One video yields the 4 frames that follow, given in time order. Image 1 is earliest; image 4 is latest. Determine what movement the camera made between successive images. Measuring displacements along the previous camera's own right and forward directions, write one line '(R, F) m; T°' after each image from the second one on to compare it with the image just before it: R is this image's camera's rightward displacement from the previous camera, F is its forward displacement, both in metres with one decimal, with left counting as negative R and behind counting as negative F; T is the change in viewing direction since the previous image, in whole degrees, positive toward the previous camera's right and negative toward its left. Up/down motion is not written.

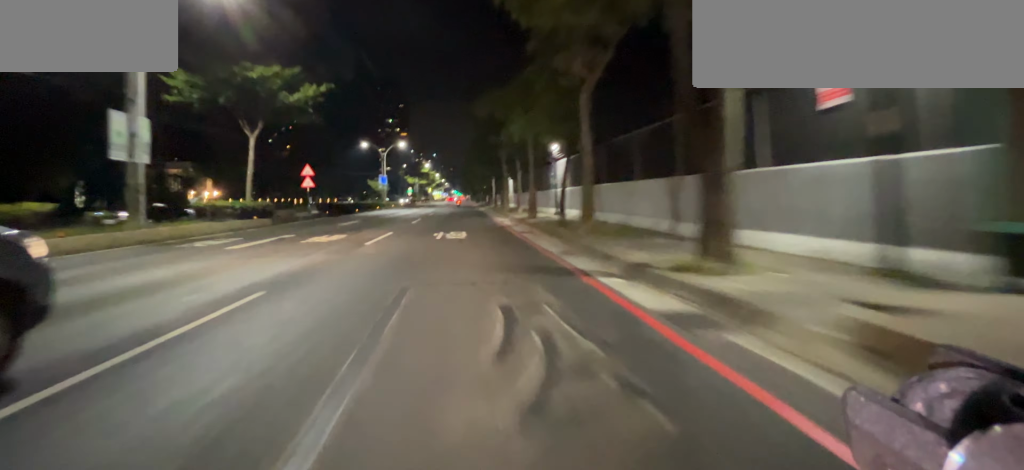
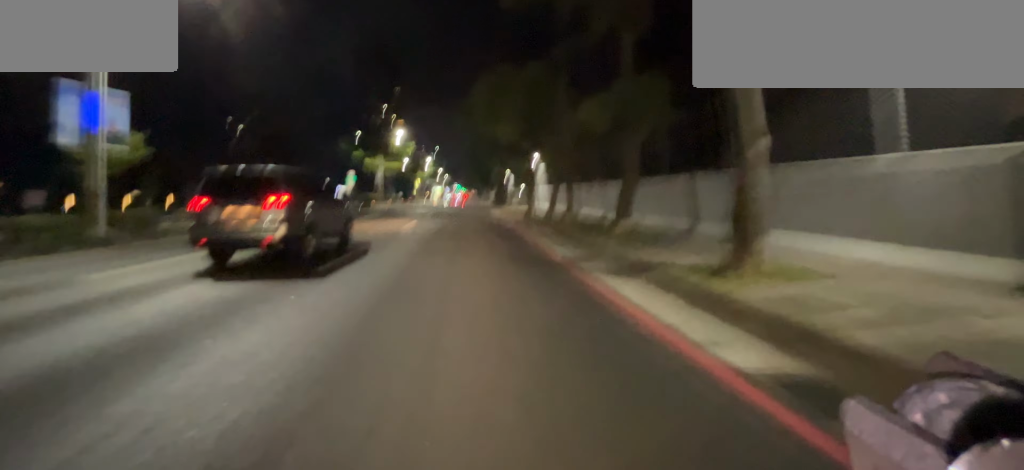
(-0.2, +40.0) m; 0°
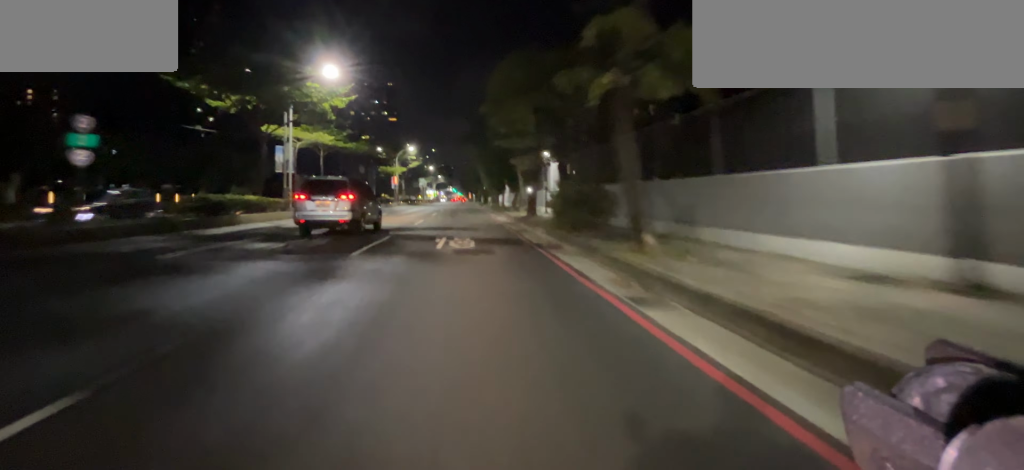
(+0.1, +24.8) m; 0°
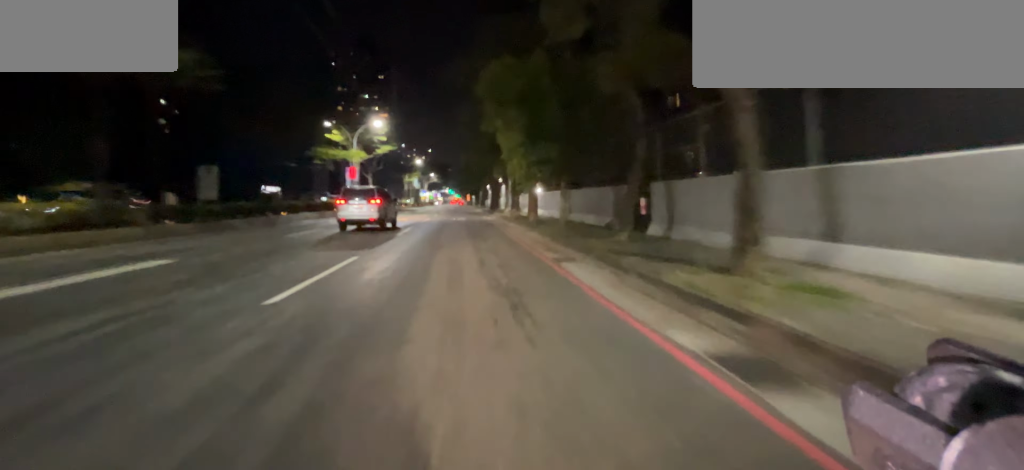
(-0.2, +23.4) m; -1°
